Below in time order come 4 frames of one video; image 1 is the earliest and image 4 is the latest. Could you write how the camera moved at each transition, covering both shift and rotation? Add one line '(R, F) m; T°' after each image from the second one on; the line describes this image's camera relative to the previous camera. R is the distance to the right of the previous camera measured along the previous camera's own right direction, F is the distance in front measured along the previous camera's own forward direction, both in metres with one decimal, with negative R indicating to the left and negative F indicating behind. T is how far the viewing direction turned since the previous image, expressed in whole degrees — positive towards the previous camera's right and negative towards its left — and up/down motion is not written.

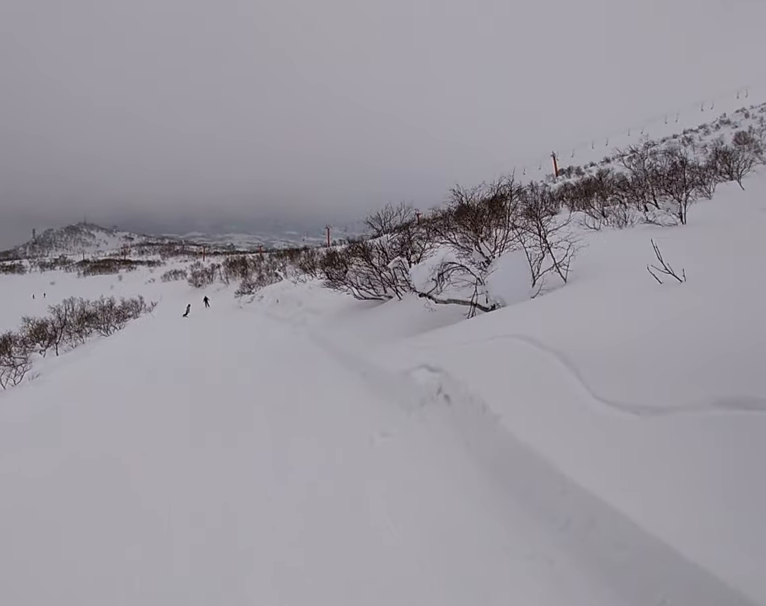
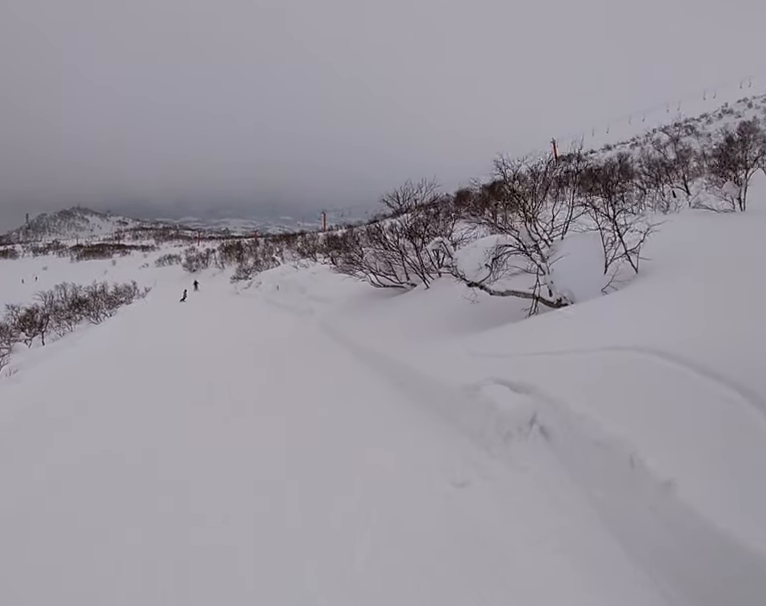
(-0.2, +1.9) m; -2°
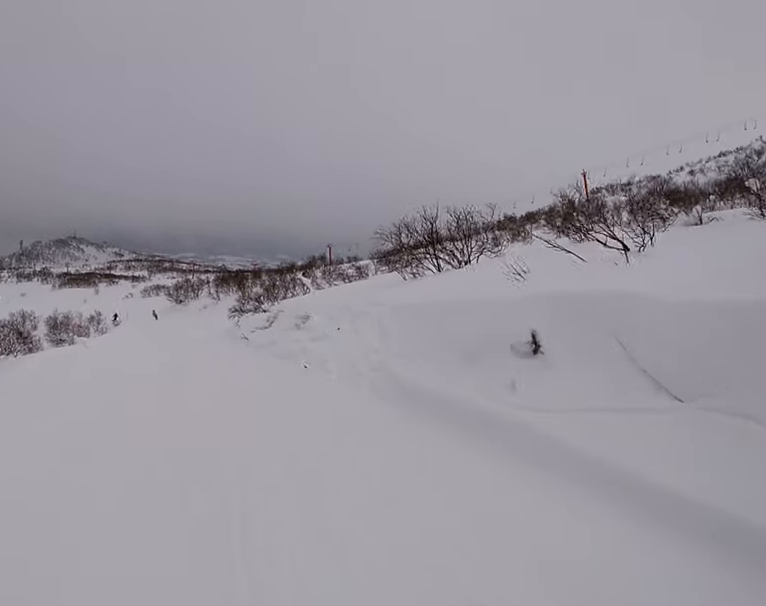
(+2.4, +20.6) m; +6°
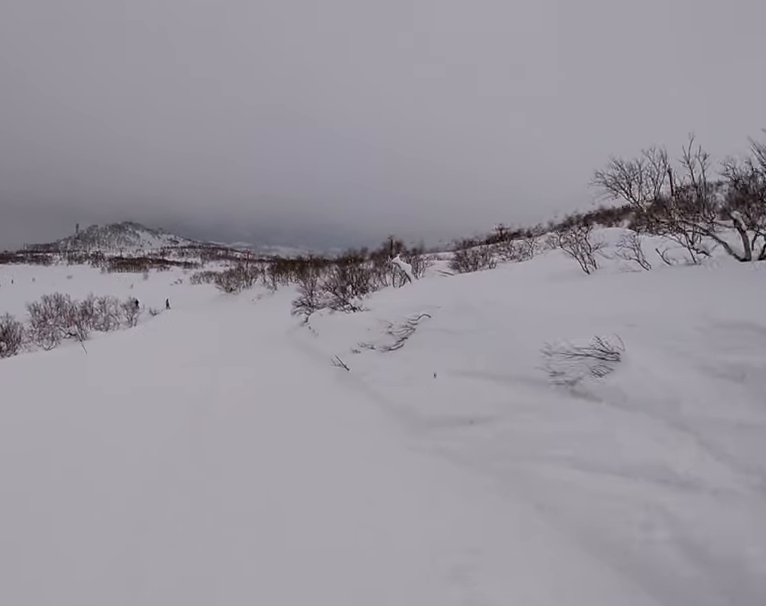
(+0.3, +10.2) m; -3°
